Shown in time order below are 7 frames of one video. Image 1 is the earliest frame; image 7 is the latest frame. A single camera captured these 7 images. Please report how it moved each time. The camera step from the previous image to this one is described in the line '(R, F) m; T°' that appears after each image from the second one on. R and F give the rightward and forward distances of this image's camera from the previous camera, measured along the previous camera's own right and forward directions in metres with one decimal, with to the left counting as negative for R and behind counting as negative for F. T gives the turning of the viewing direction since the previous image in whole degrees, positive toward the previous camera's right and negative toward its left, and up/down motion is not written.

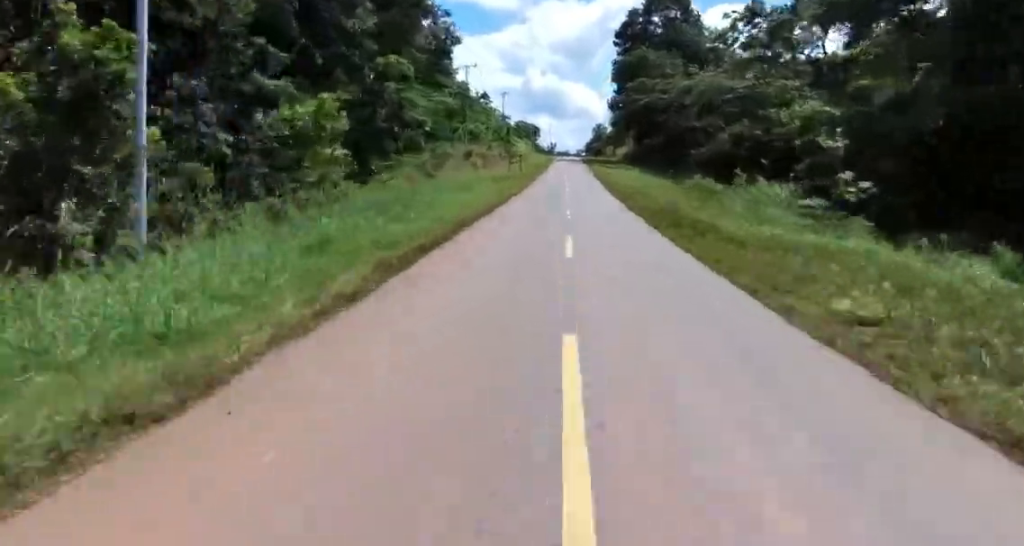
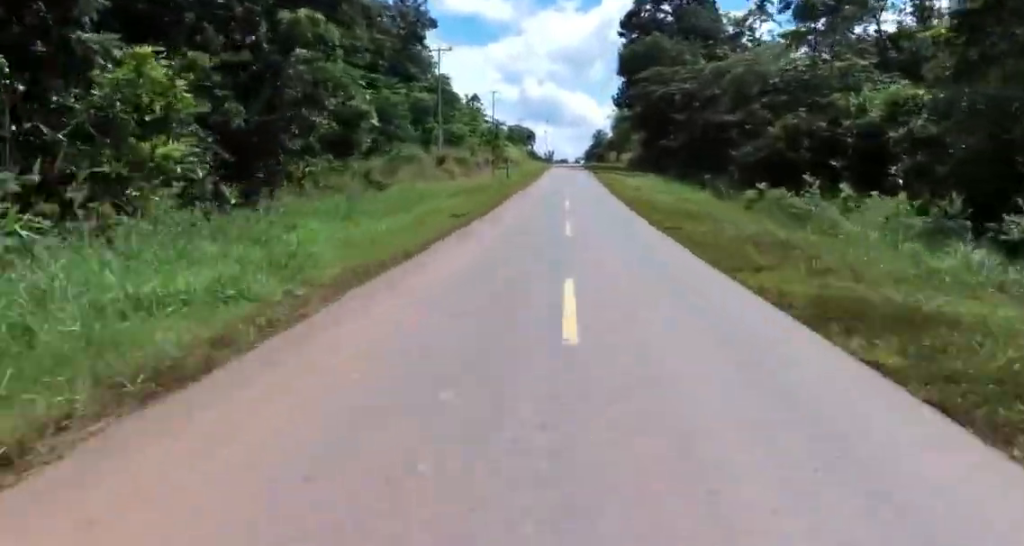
(0.0, +14.7) m; 0°
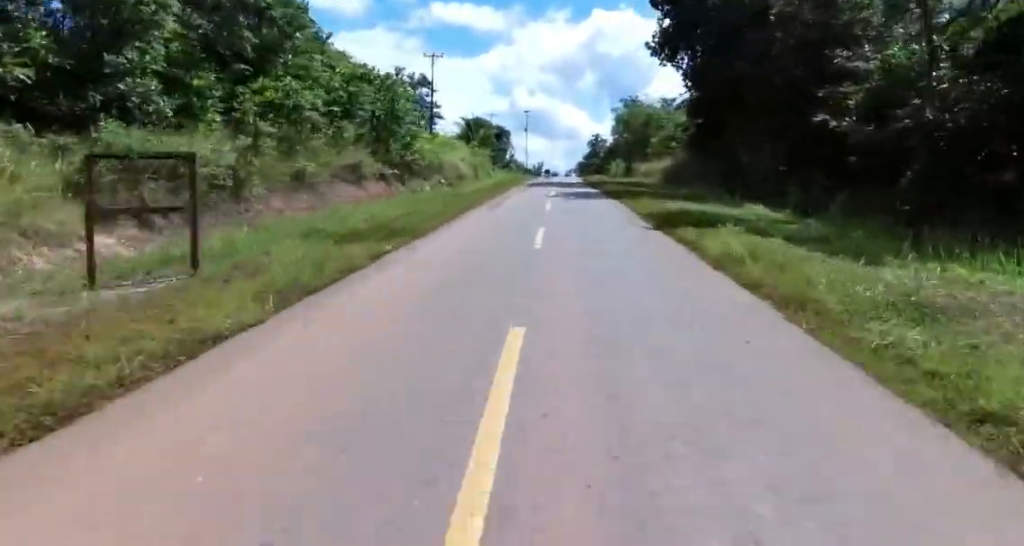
(-0.2, +43.3) m; 0°
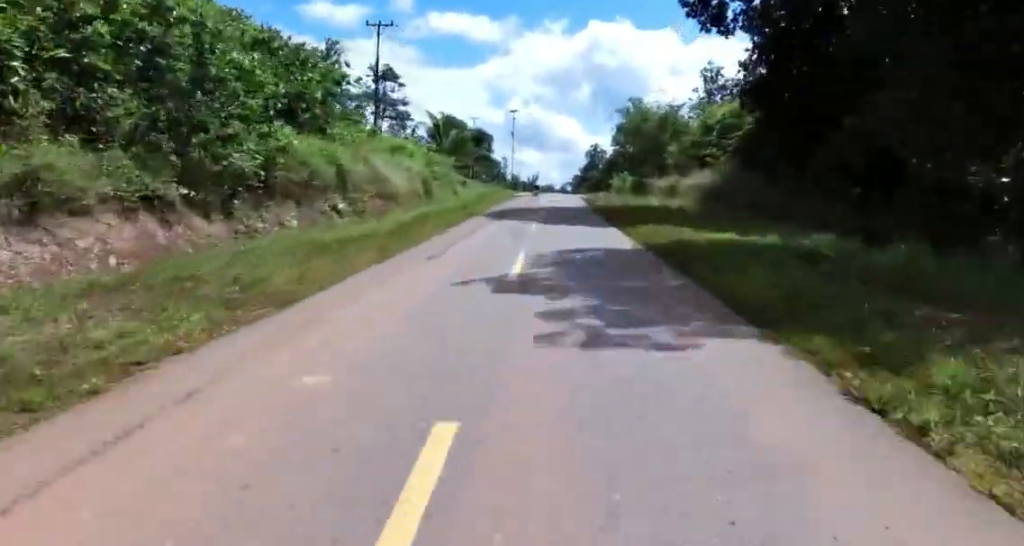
(+0.2, +18.8) m; 0°
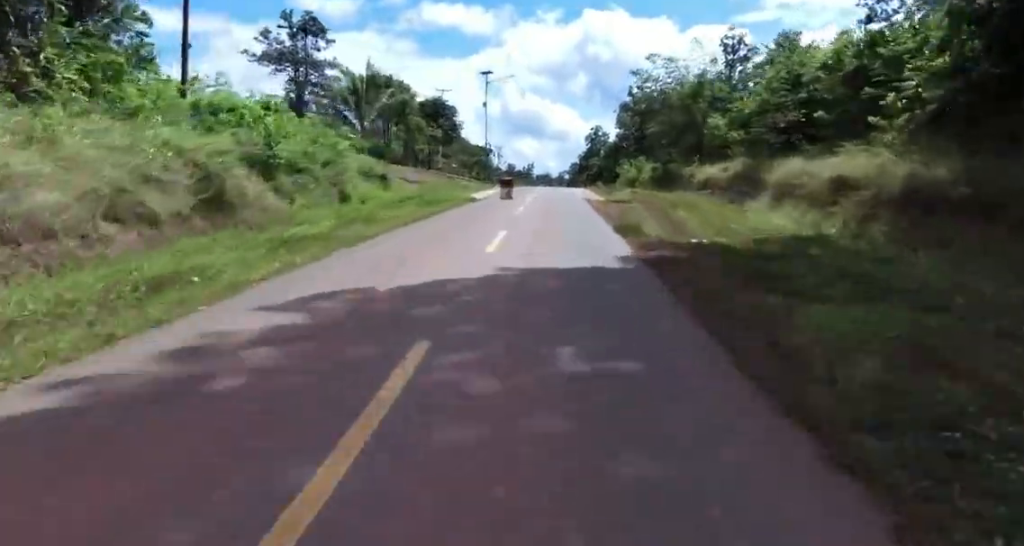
(-0.2, +22.9) m; -1°
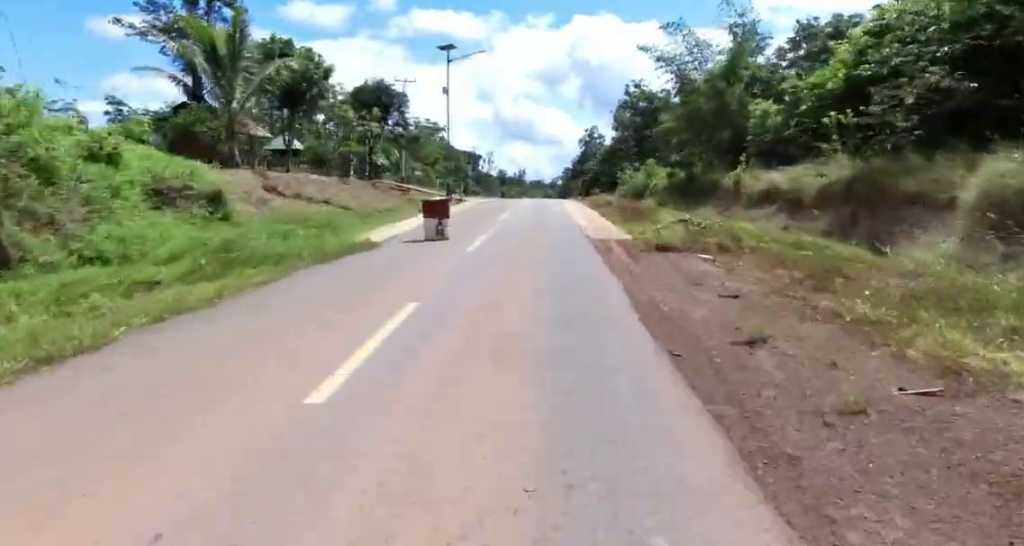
(0.0, +14.2) m; 0°
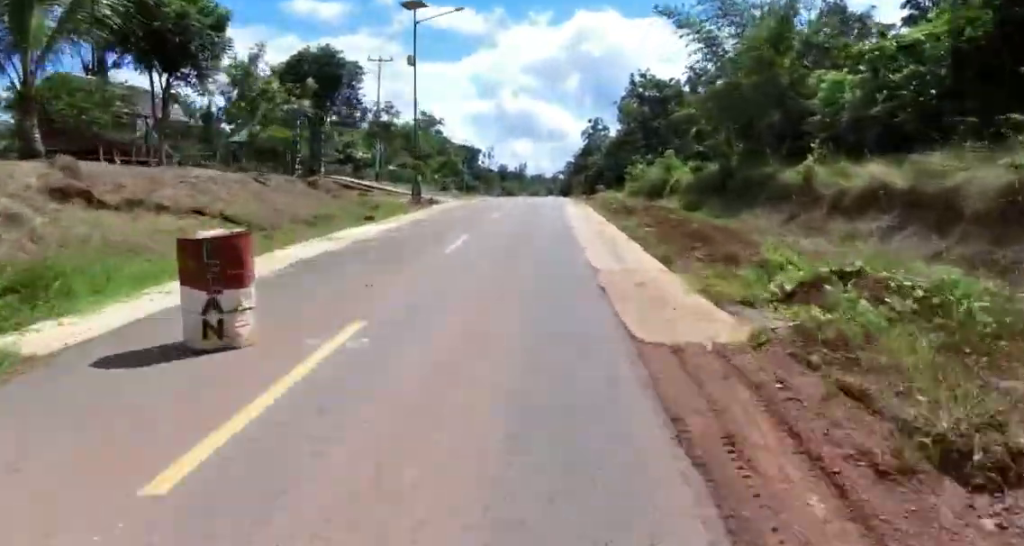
(0.0, +9.1) m; +2°
